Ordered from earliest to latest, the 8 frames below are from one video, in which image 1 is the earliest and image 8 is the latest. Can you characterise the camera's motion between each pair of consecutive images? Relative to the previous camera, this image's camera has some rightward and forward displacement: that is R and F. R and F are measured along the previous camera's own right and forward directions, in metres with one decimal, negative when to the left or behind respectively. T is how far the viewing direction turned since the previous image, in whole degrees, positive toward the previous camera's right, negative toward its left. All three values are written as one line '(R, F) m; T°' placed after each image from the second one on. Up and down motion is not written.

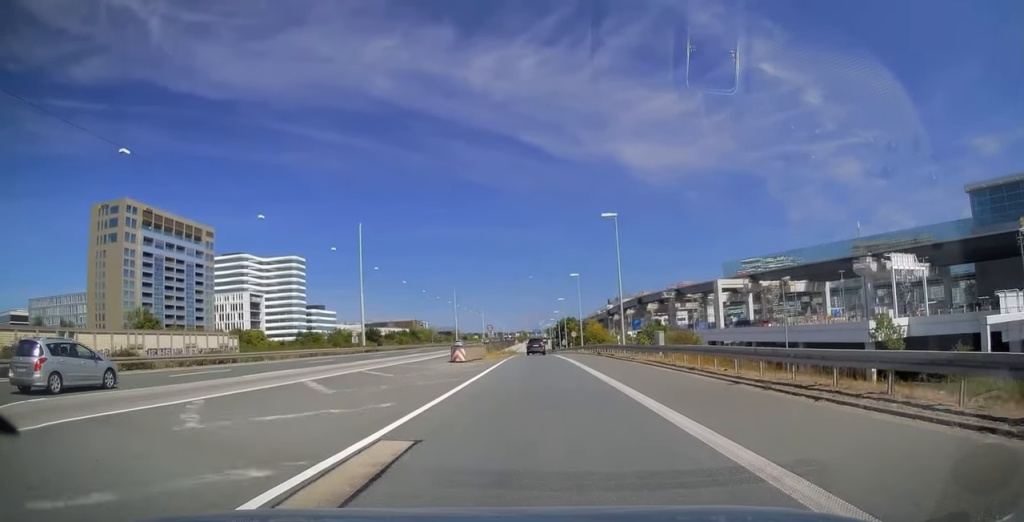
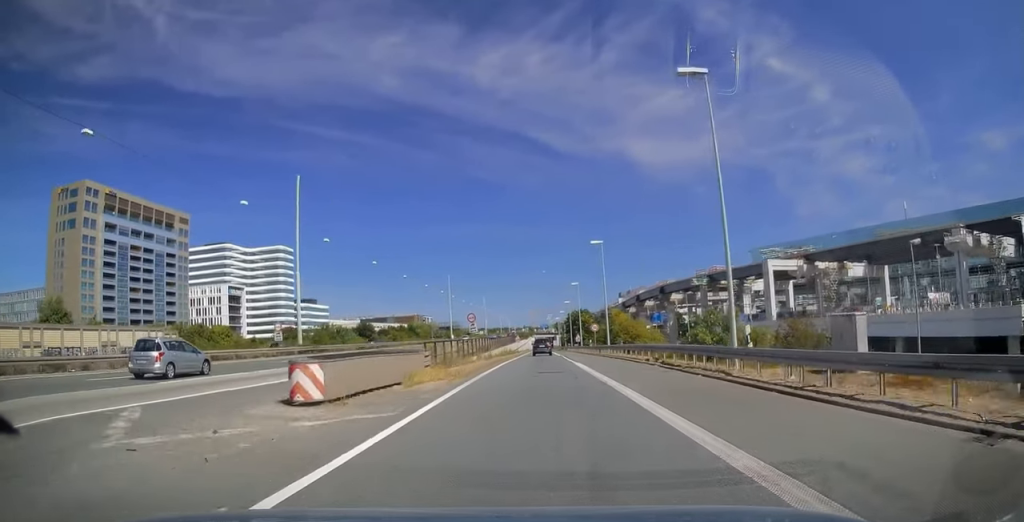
(-0.3, +24.1) m; -1°
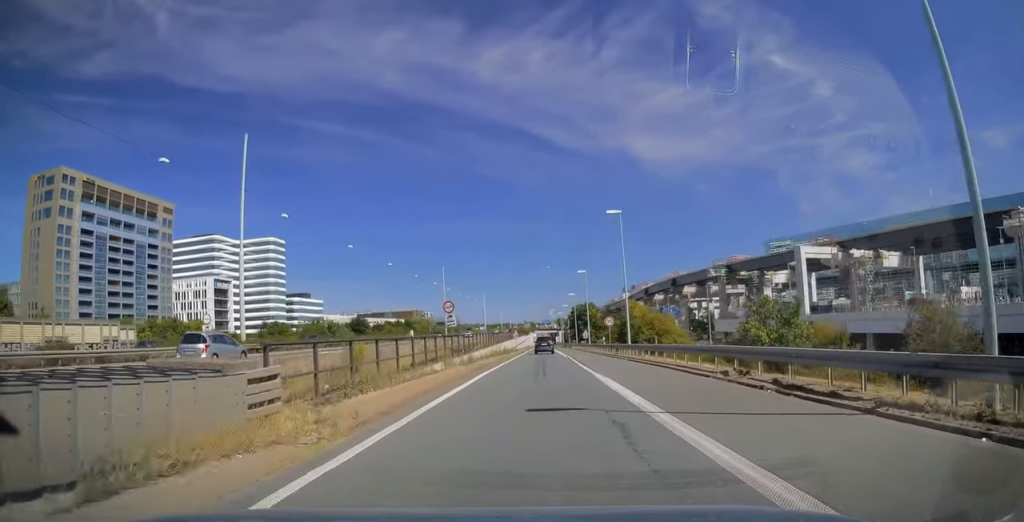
(-0.2, +12.0) m; 0°
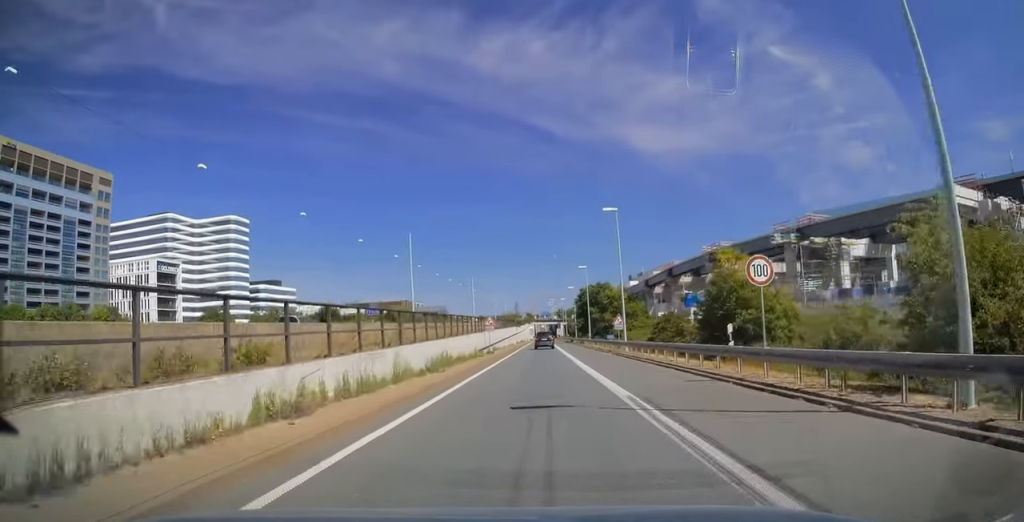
(+0.4, +35.4) m; 0°
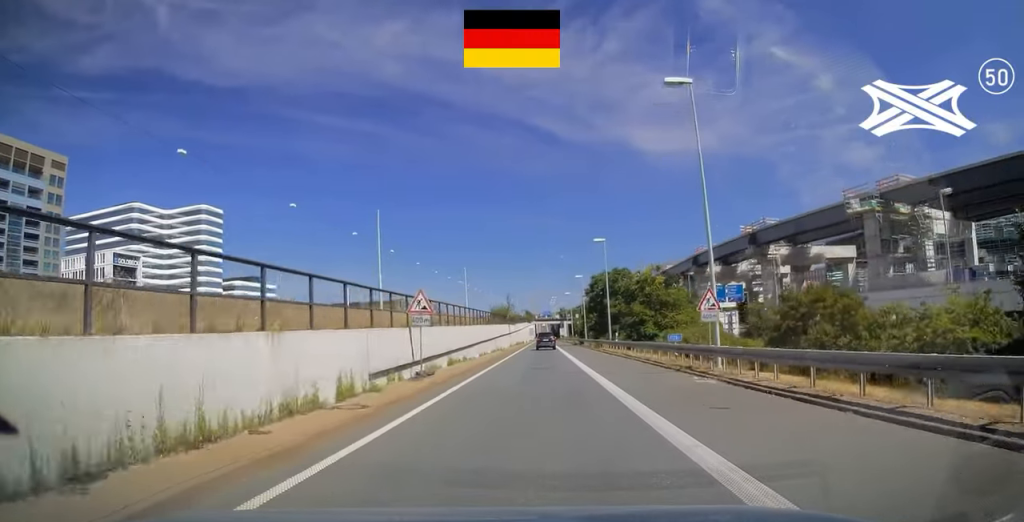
(-0.4, +23.1) m; -1°
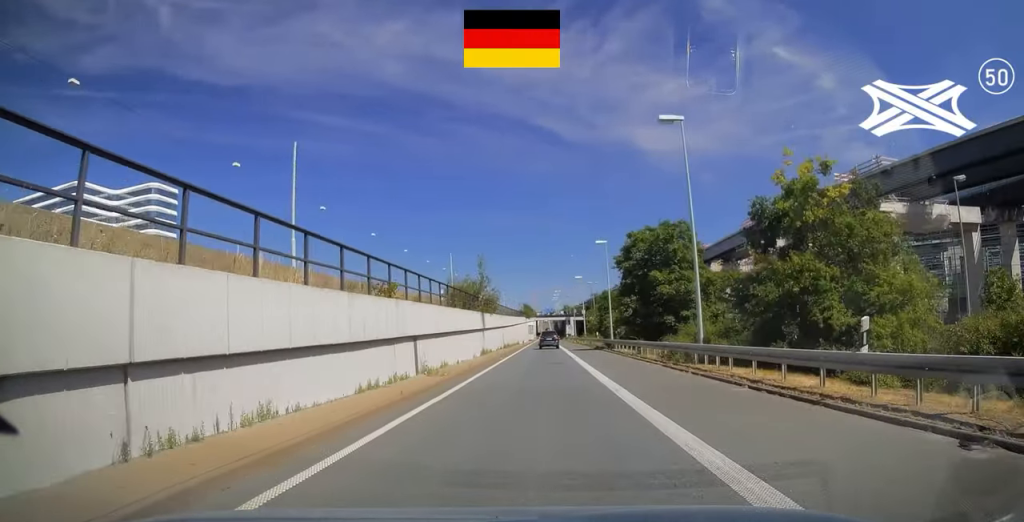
(0.0, +32.3) m; 0°
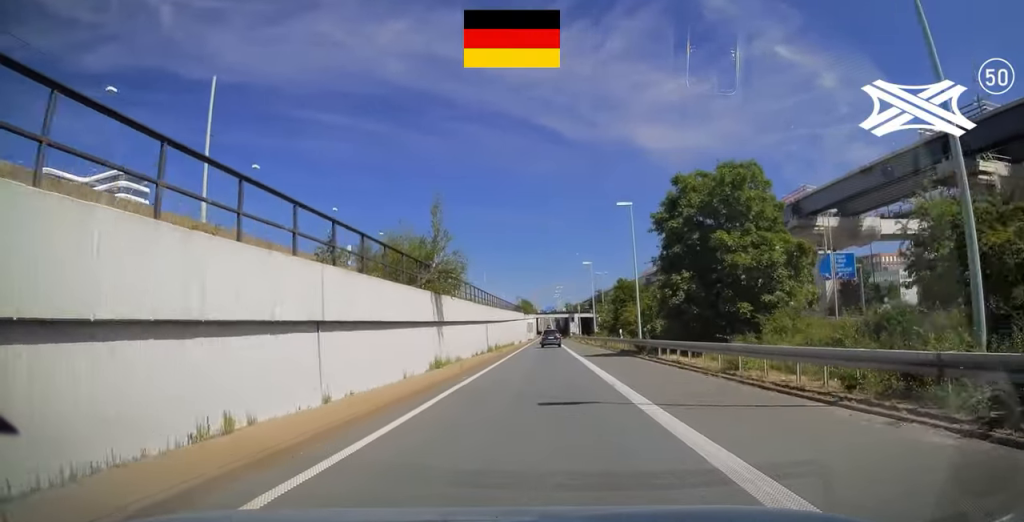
(0.0, +16.6) m; 0°
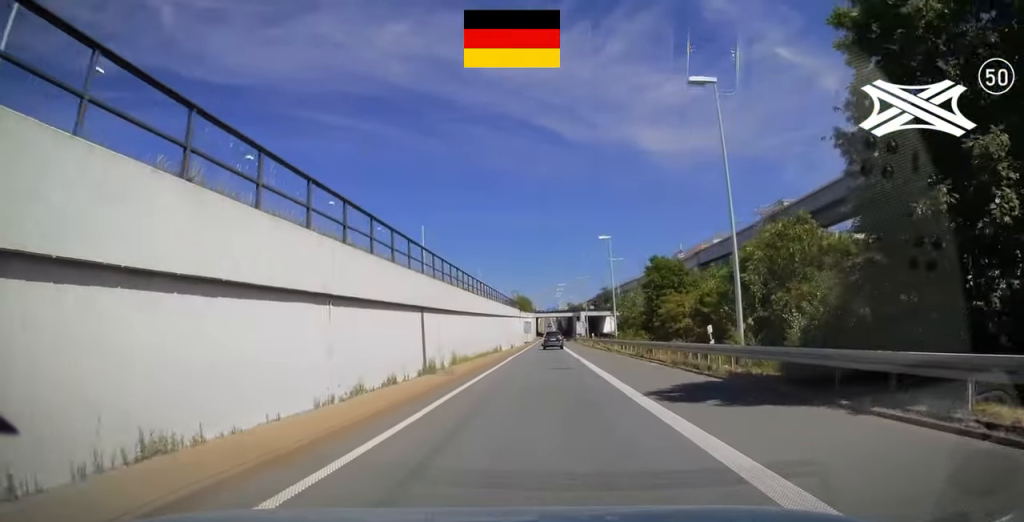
(0.0, +21.4) m; 0°
